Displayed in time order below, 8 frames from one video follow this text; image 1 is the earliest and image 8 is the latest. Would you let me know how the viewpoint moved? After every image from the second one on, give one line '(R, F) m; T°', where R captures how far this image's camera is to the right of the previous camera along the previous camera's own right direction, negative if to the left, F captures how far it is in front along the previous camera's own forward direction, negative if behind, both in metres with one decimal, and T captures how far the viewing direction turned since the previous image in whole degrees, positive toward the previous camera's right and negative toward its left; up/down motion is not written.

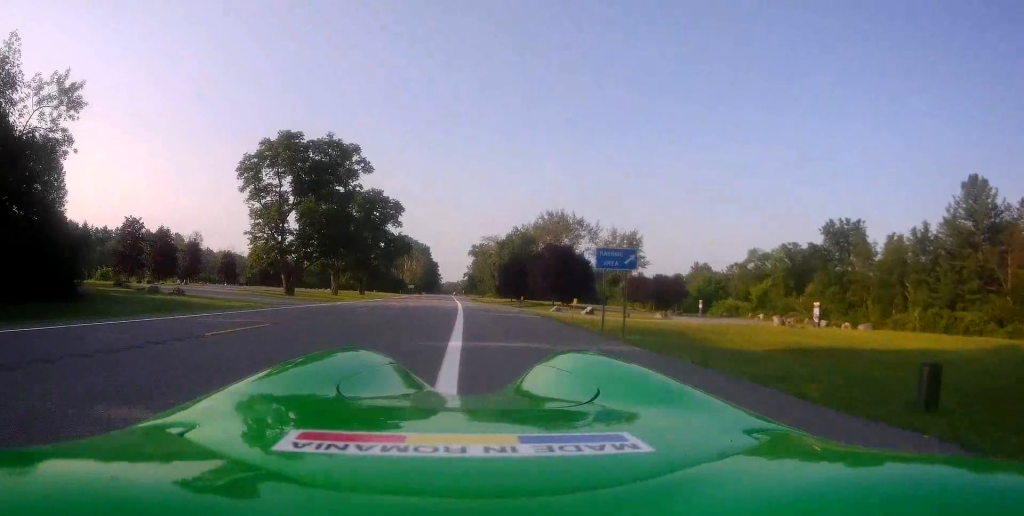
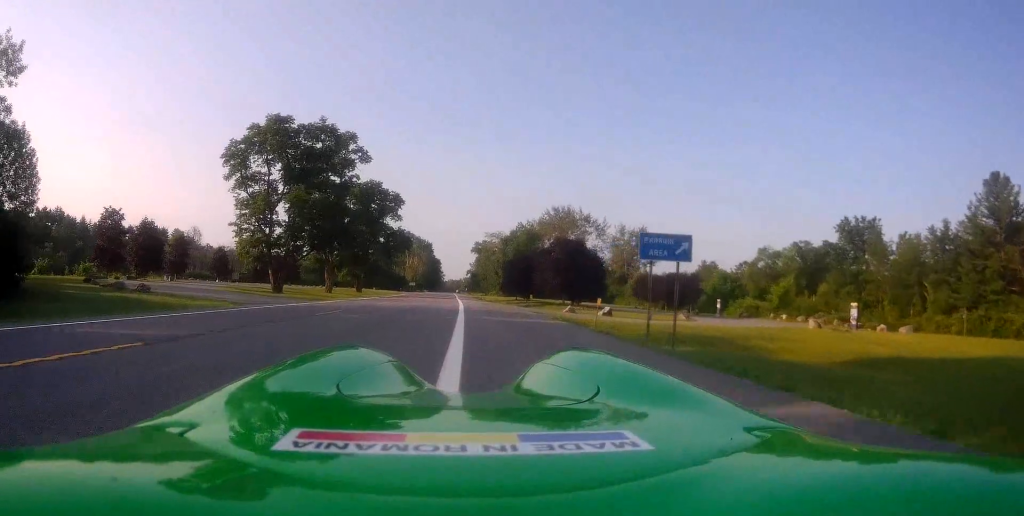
(0.0, +4.7) m; 0°
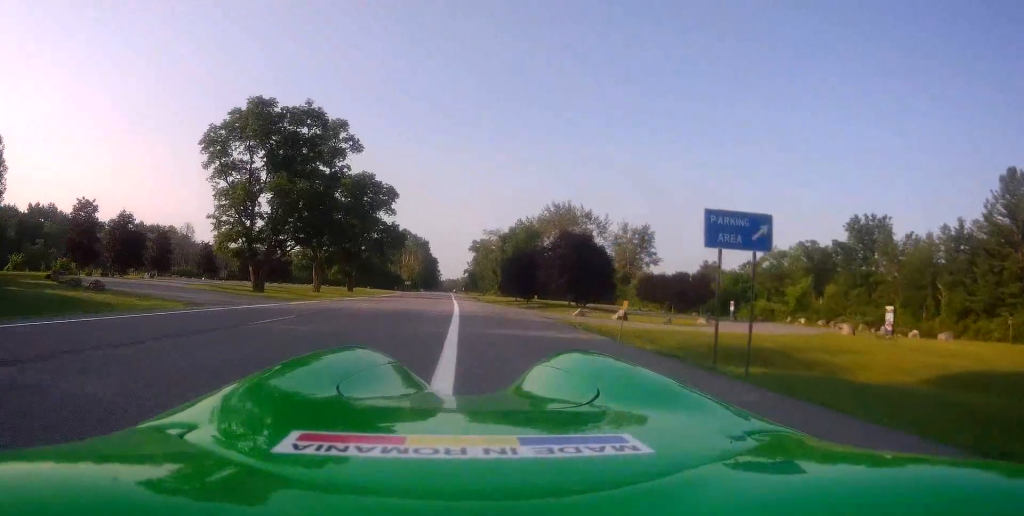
(0.0, +4.7) m; 0°
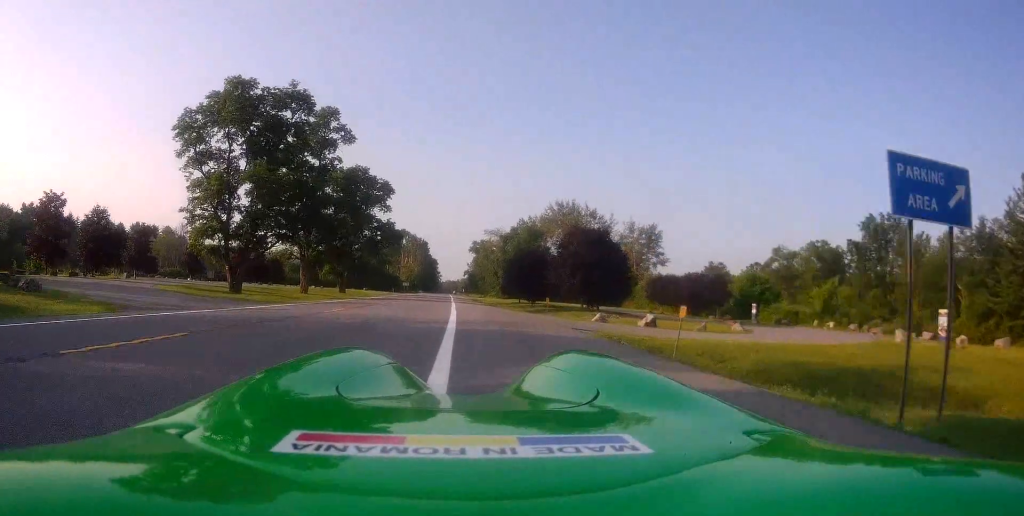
(0.0, +5.4) m; 0°
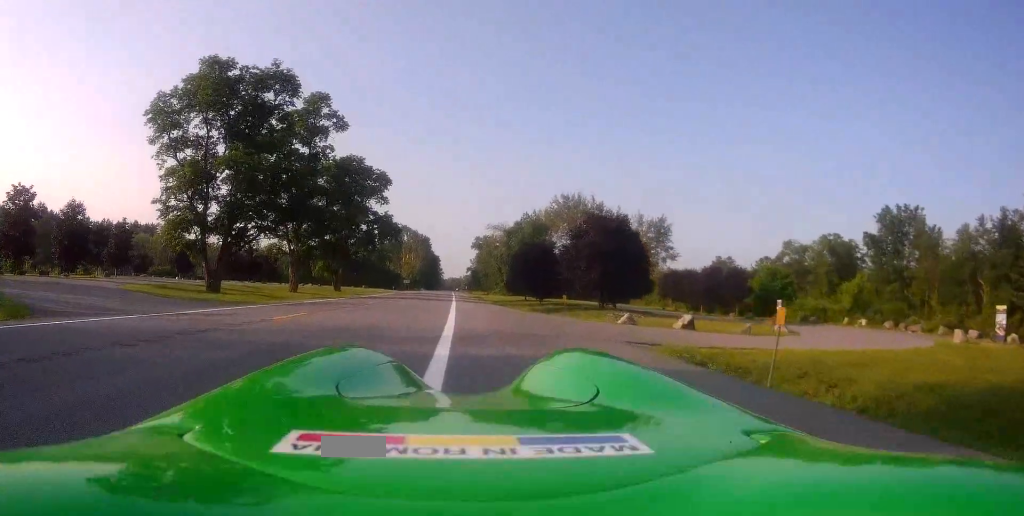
(0.0, +5.0) m; -1°
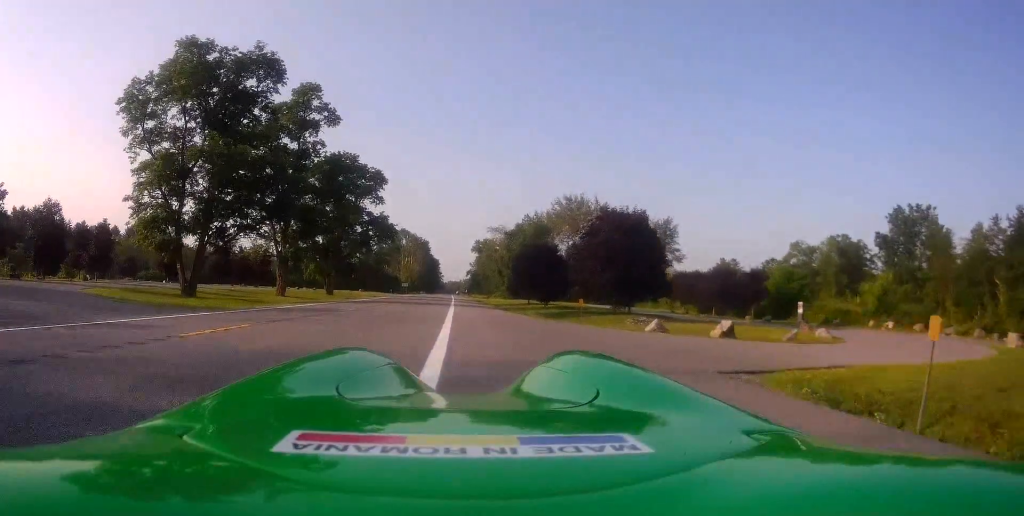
(0.0, +3.9) m; -1°
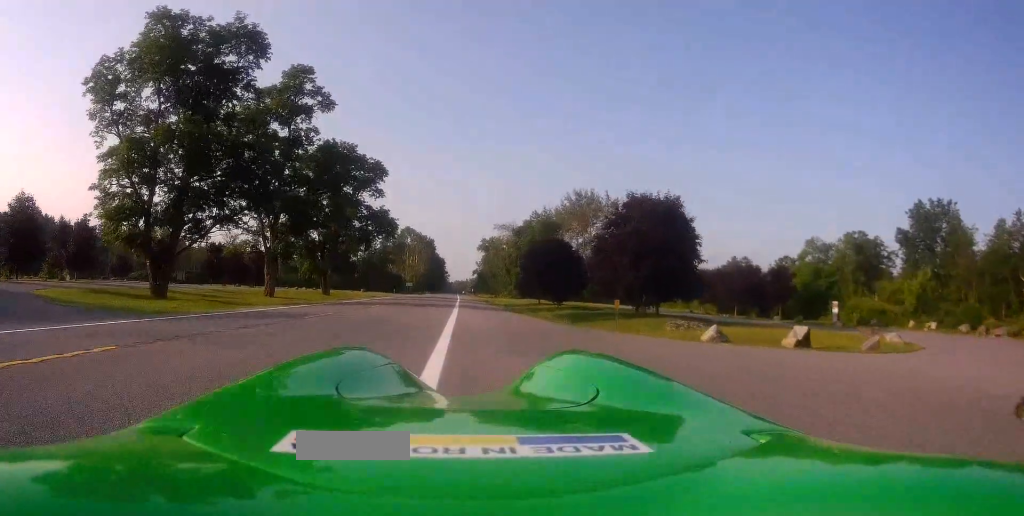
(0.0, +5.1) m; -1°
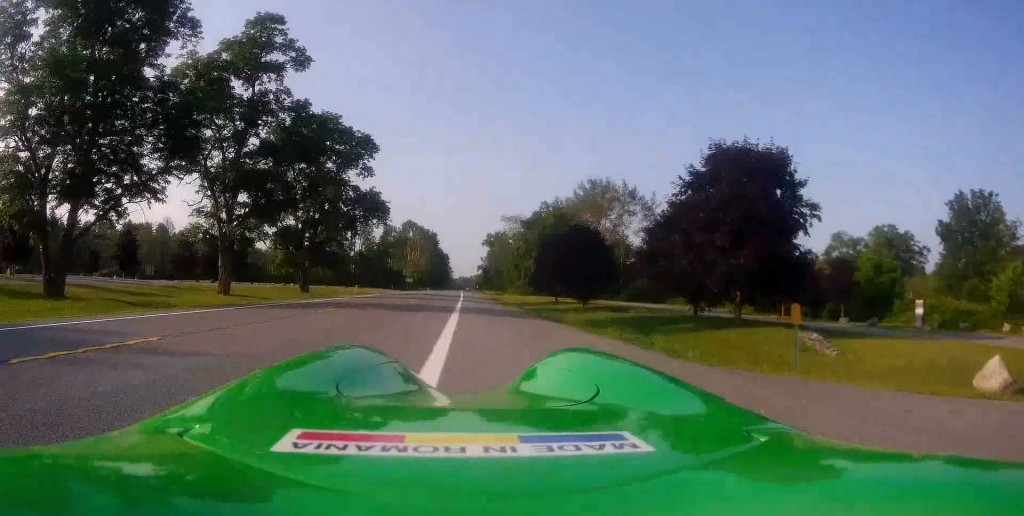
(-0.1, +10.8) m; +1°
